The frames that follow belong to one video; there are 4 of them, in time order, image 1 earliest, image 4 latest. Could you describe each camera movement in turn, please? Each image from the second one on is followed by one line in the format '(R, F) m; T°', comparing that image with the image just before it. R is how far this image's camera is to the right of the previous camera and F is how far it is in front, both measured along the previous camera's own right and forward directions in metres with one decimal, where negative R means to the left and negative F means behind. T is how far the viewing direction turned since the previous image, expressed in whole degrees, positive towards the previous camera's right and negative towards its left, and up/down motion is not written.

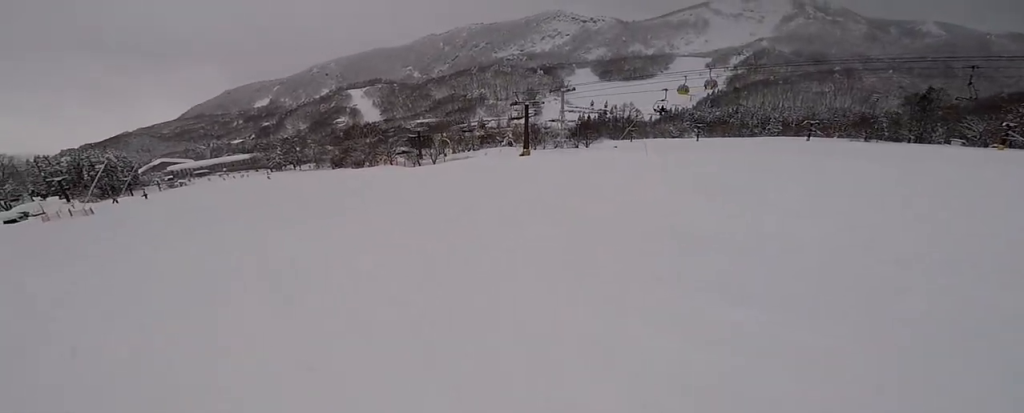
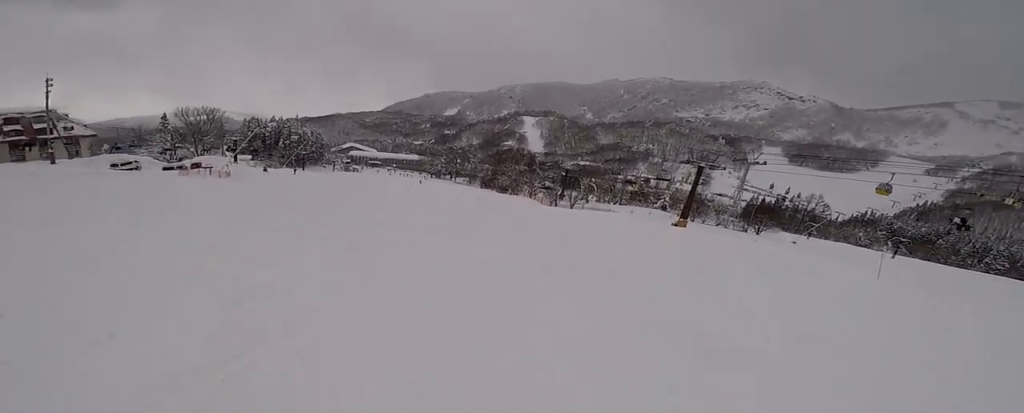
(-2.4, +8.4) m; -26°
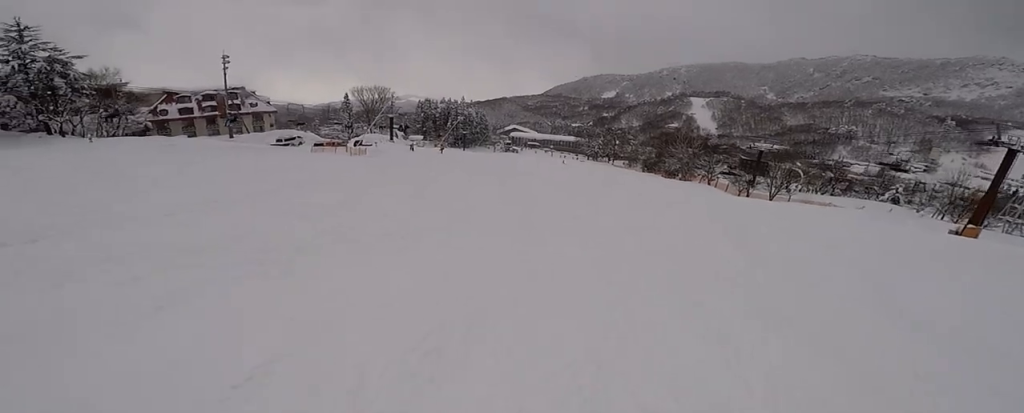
(-2.3, +11.8) m; -24°
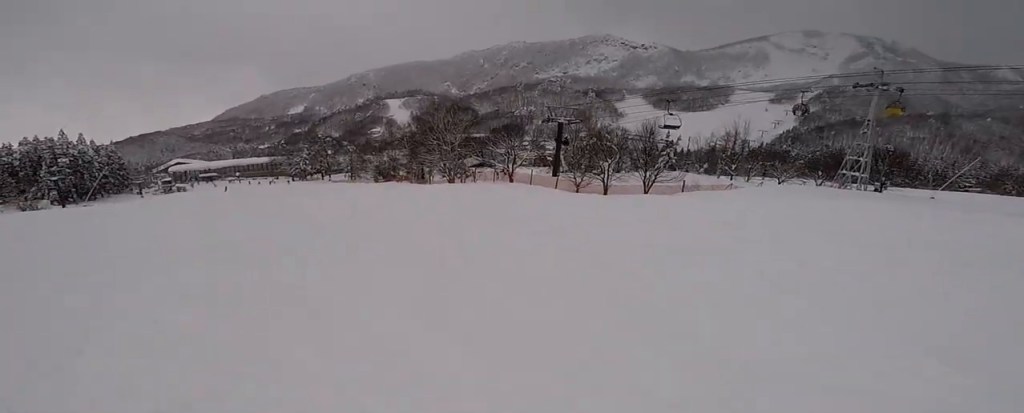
(+9.3, +33.8) m; +34°
